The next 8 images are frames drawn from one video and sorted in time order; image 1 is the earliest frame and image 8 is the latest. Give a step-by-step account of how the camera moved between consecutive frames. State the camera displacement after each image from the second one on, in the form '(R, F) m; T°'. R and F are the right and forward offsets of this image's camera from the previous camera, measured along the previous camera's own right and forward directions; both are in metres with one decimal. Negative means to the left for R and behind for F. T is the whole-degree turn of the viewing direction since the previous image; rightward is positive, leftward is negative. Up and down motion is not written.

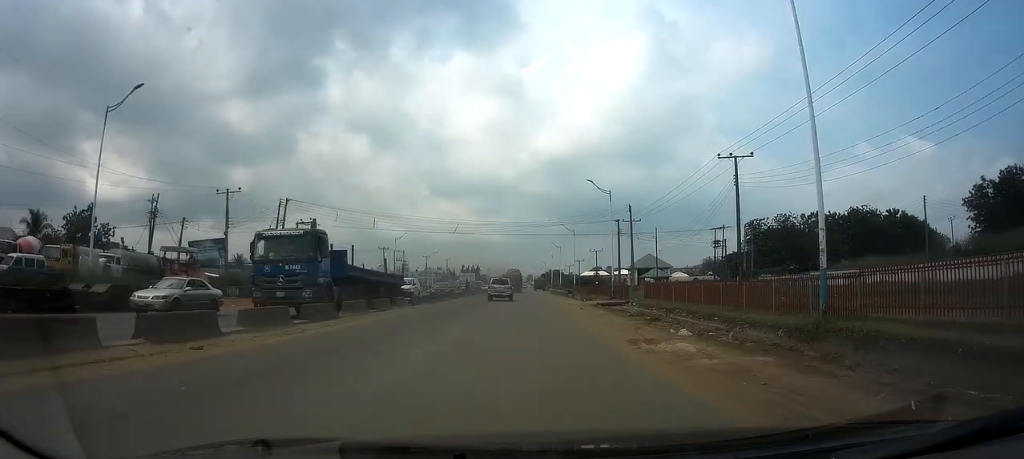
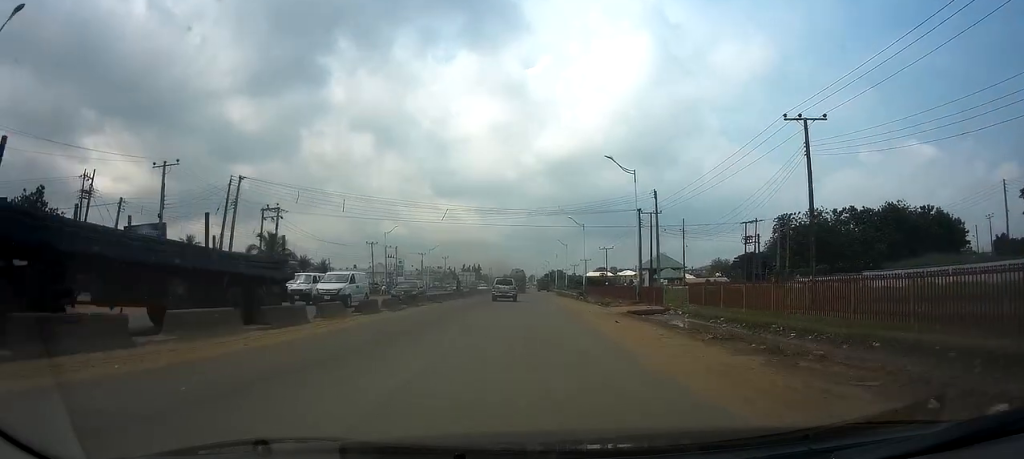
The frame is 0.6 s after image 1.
(0.0, +10.0) m; 0°
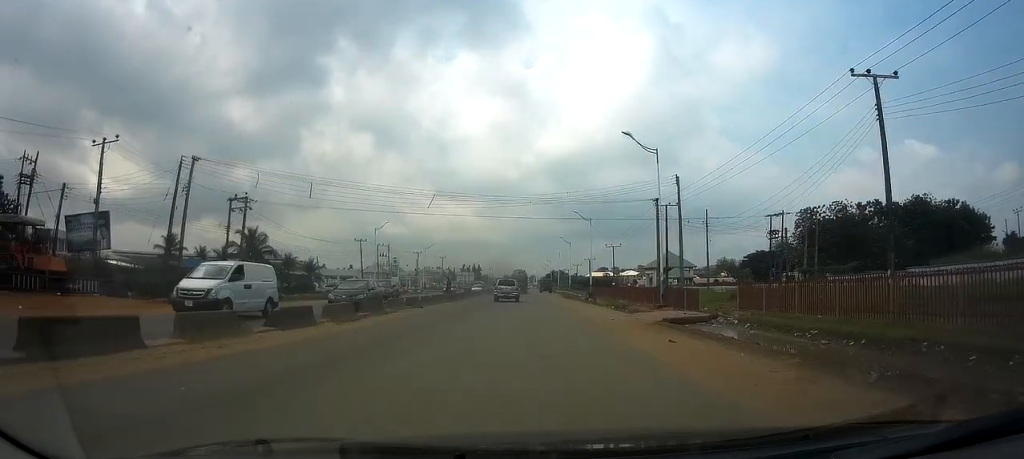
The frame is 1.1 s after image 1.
(0.0, +7.5) m; 0°
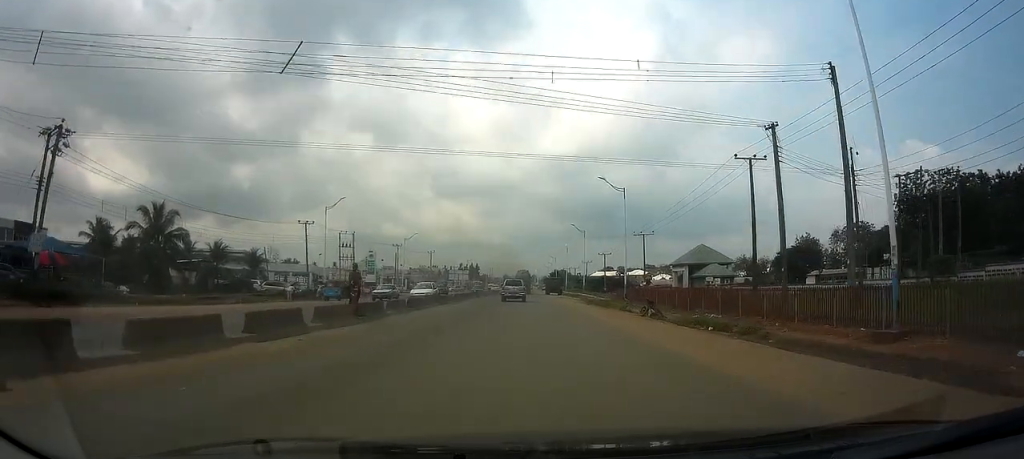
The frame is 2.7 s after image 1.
(-0.1, +24.2) m; 0°
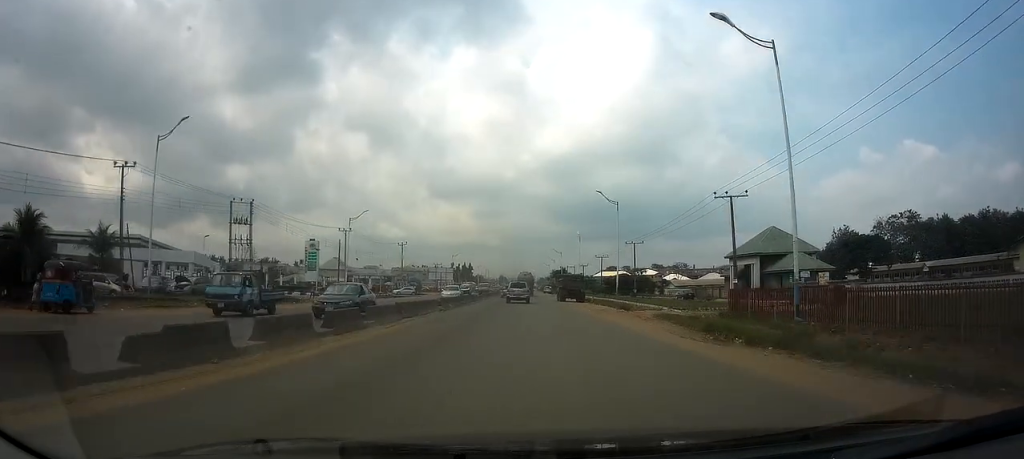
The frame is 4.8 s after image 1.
(+0.2, +33.5) m; 0°
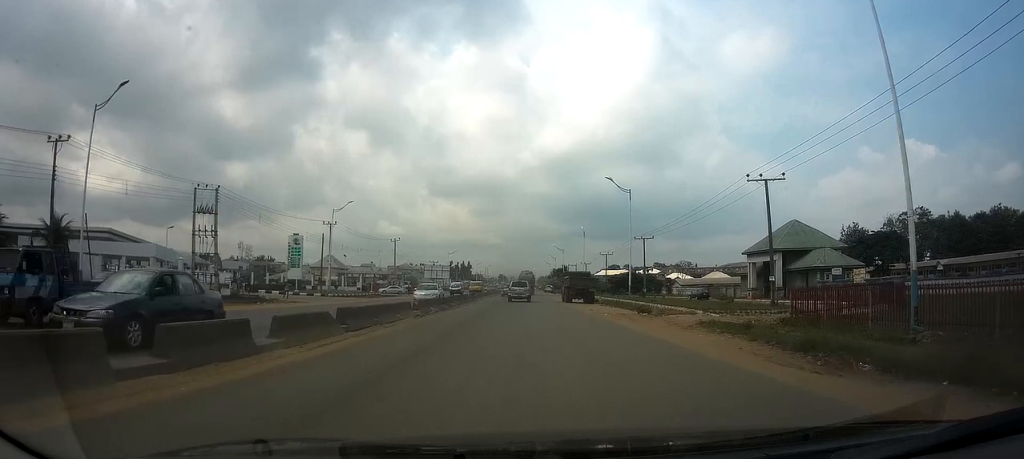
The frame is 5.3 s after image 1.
(0.0, +6.8) m; 0°
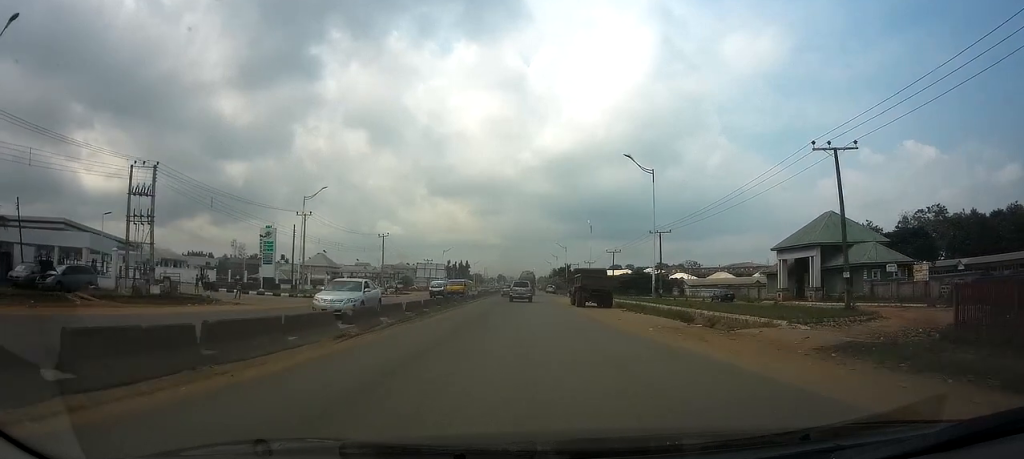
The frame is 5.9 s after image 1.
(-0.1, +9.3) m; 0°
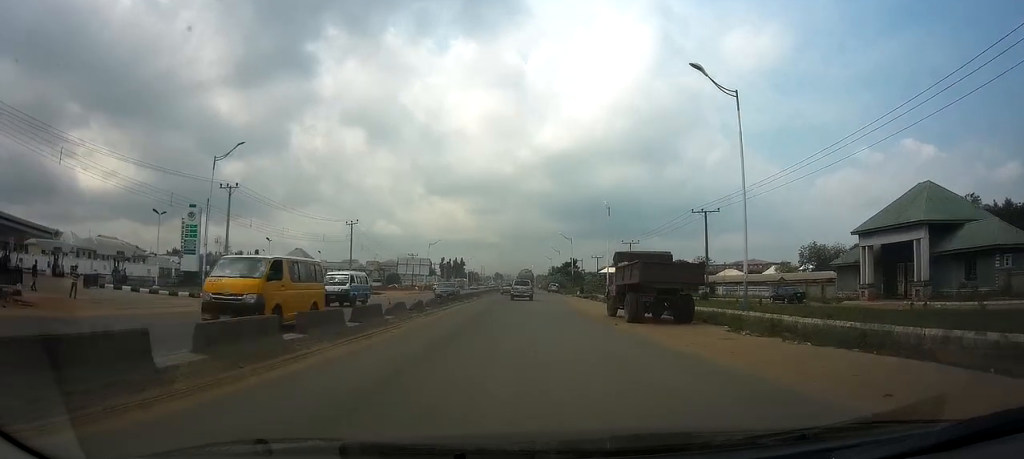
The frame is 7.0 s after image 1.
(+0.1, +18.0) m; 0°
